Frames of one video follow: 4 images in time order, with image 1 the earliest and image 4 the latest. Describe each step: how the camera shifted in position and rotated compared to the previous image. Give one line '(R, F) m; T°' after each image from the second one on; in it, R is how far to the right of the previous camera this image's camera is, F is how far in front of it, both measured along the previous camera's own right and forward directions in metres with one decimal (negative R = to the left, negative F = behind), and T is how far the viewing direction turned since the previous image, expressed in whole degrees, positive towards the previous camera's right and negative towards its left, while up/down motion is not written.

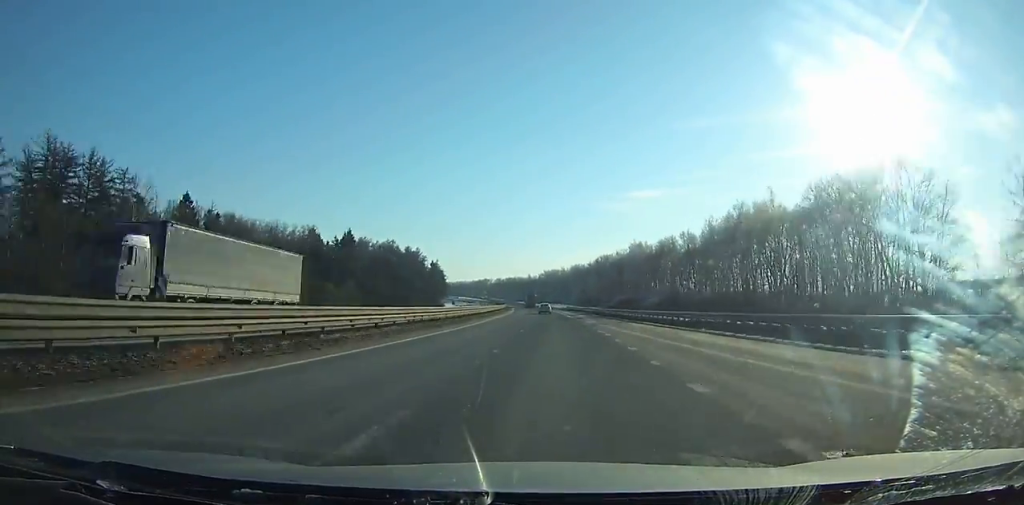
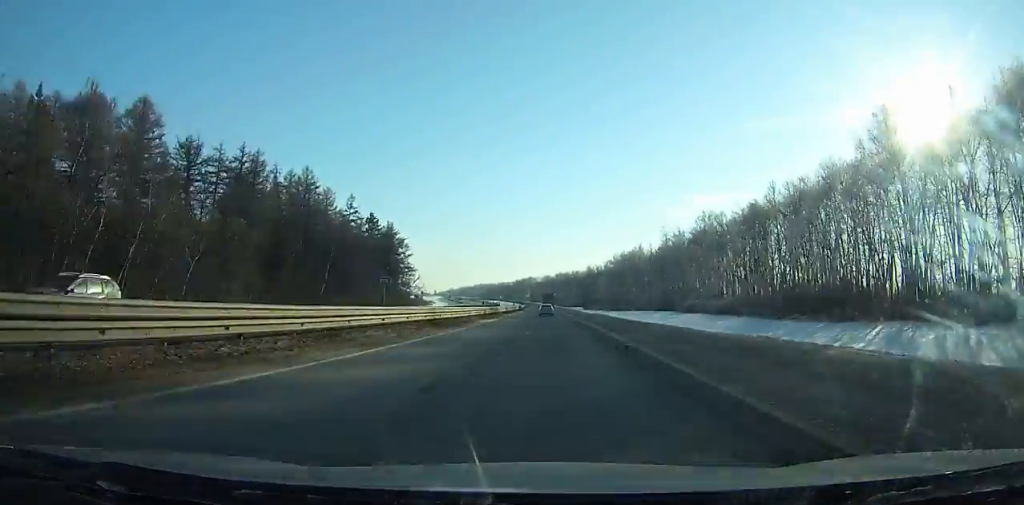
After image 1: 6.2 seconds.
(-9.8, +195.7) m; -5°
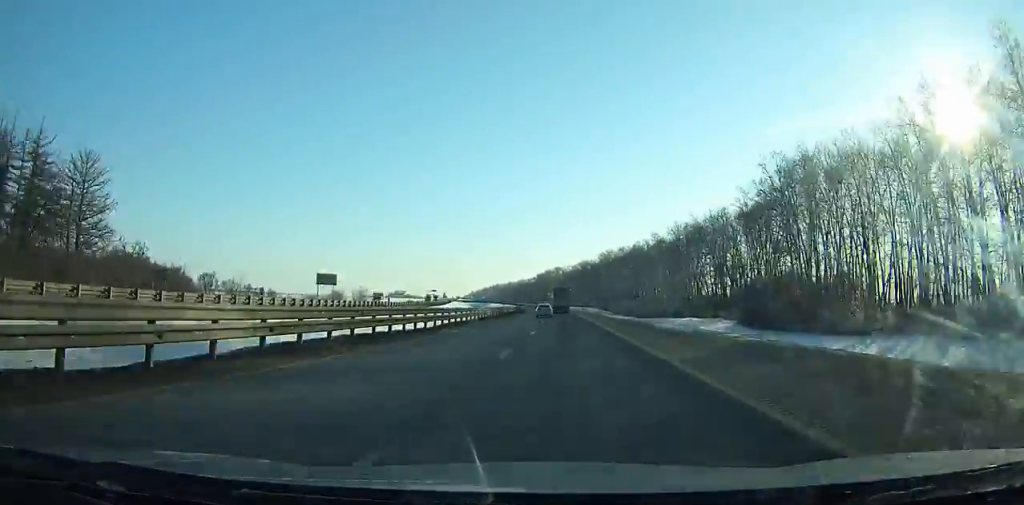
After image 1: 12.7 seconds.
(-6.9, +204.7) m; -4°
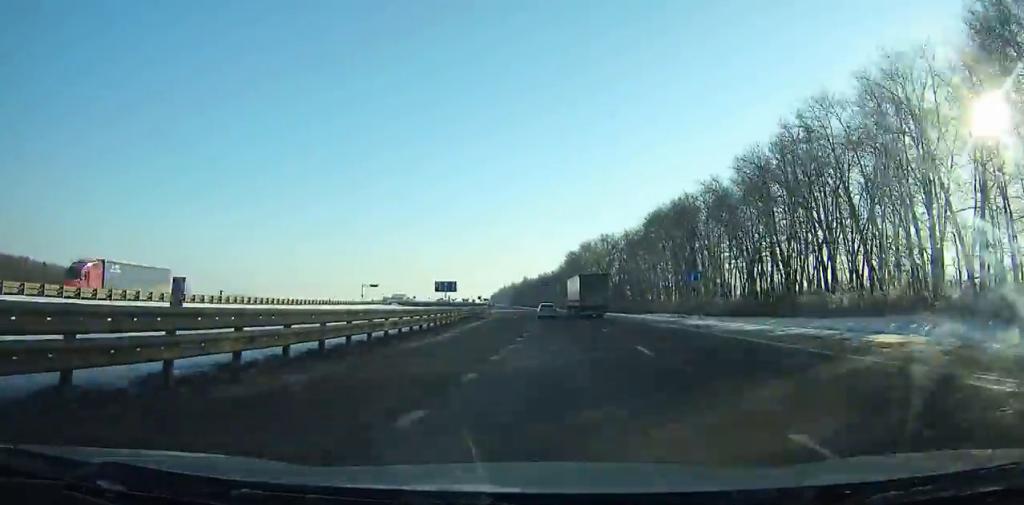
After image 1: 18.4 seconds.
(-5.8, +177.4) m; -5°
